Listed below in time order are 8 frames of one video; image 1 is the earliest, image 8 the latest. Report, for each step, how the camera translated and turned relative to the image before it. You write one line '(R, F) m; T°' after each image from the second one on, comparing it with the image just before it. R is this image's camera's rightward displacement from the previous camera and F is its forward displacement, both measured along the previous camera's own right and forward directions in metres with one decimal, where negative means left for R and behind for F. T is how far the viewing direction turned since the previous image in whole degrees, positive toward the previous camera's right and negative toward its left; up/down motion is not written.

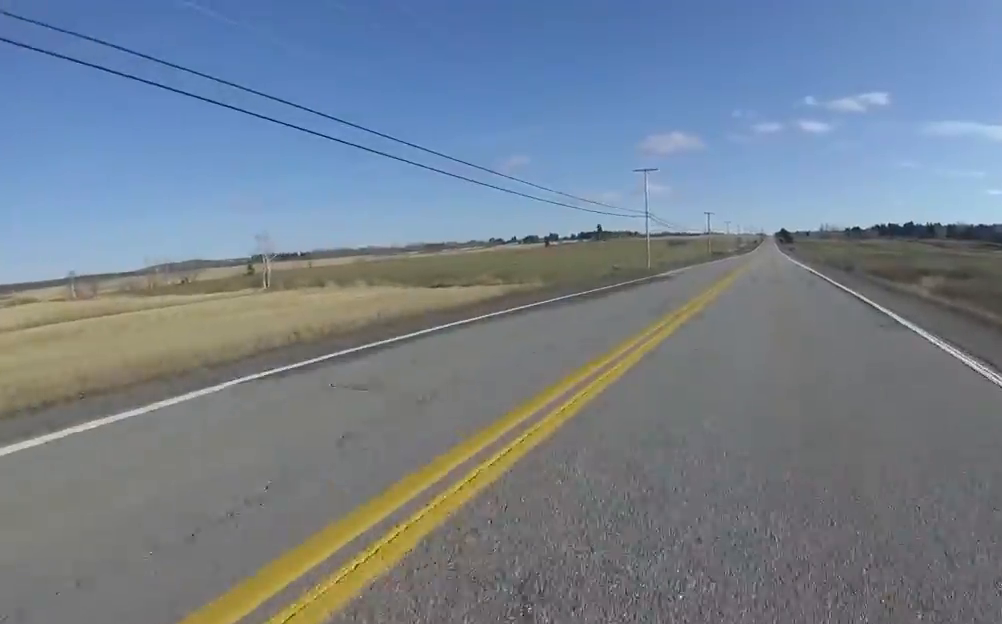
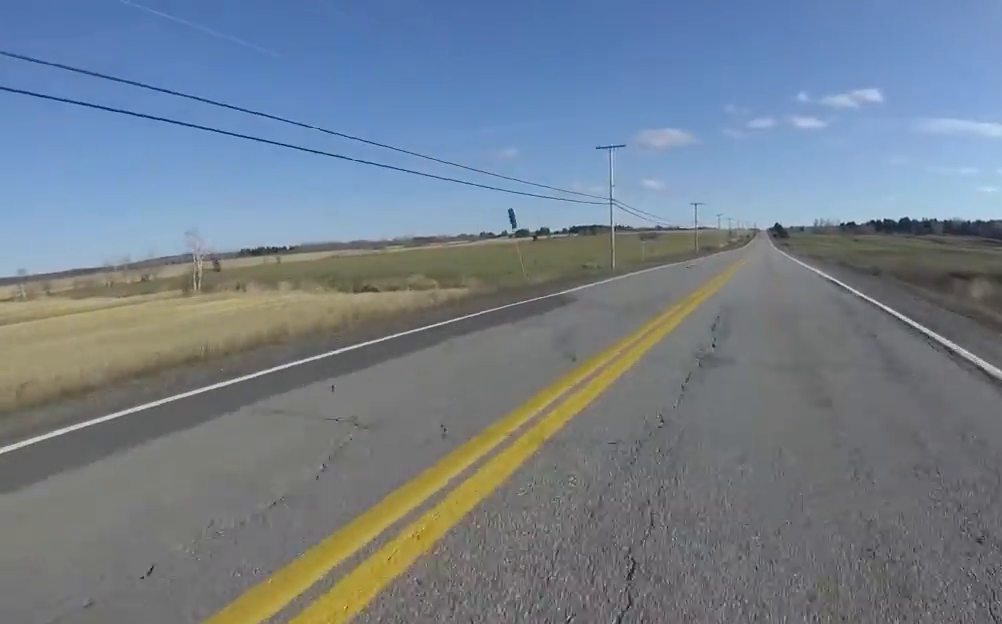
(0.0, +10.7) m; -2°
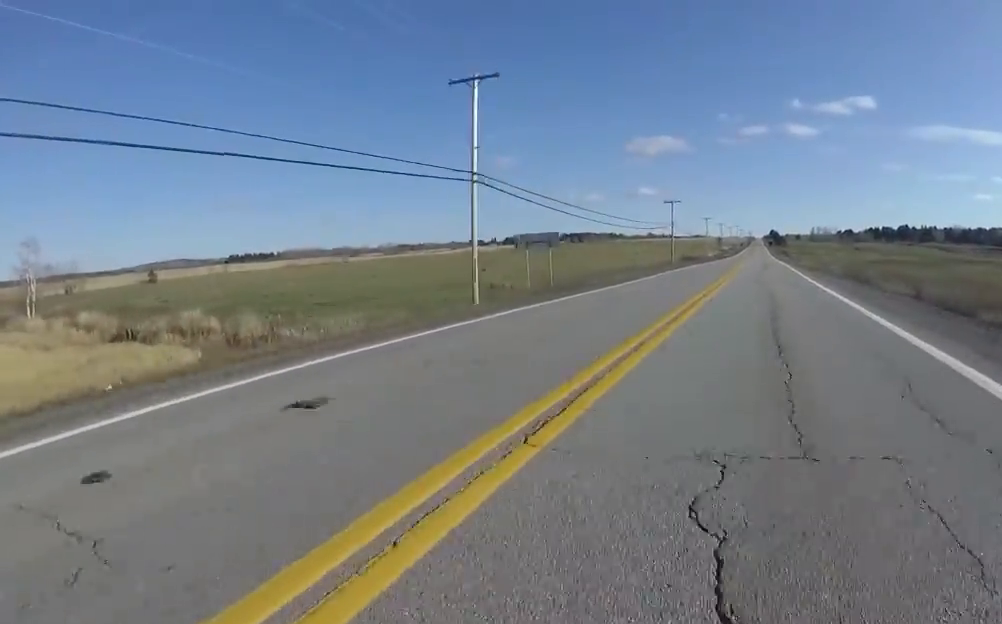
(+0.5, +20.9) m; +3°
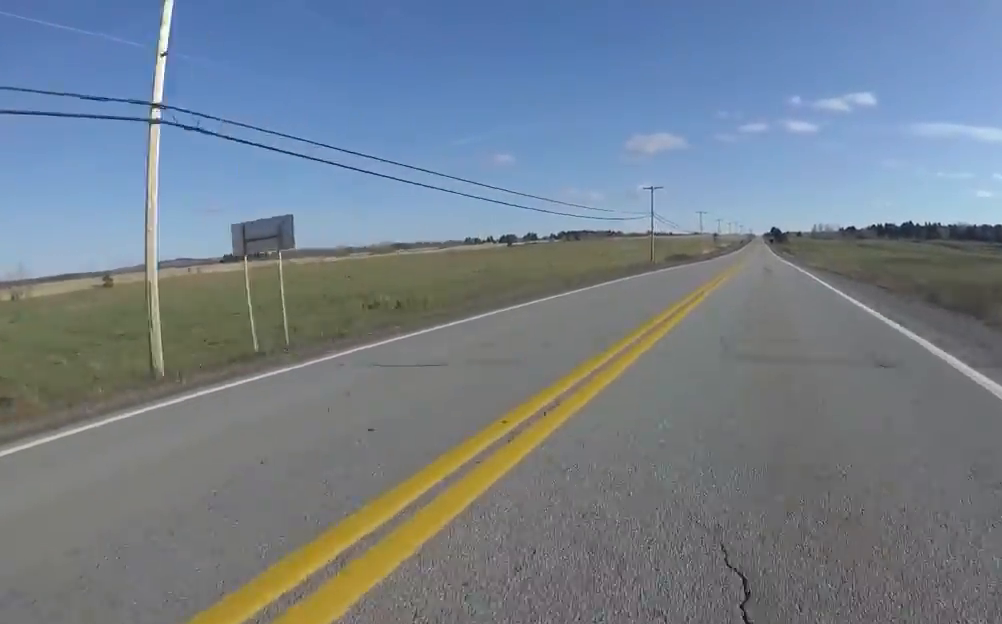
(-0.8, +14.1) m; 0°
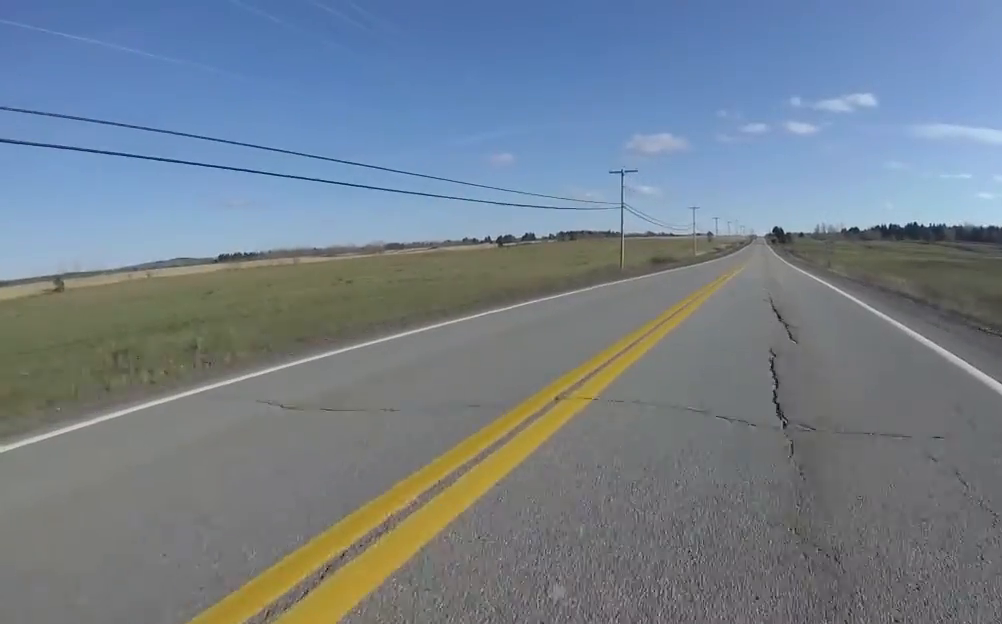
(+1.5, +14.1) m; +1°
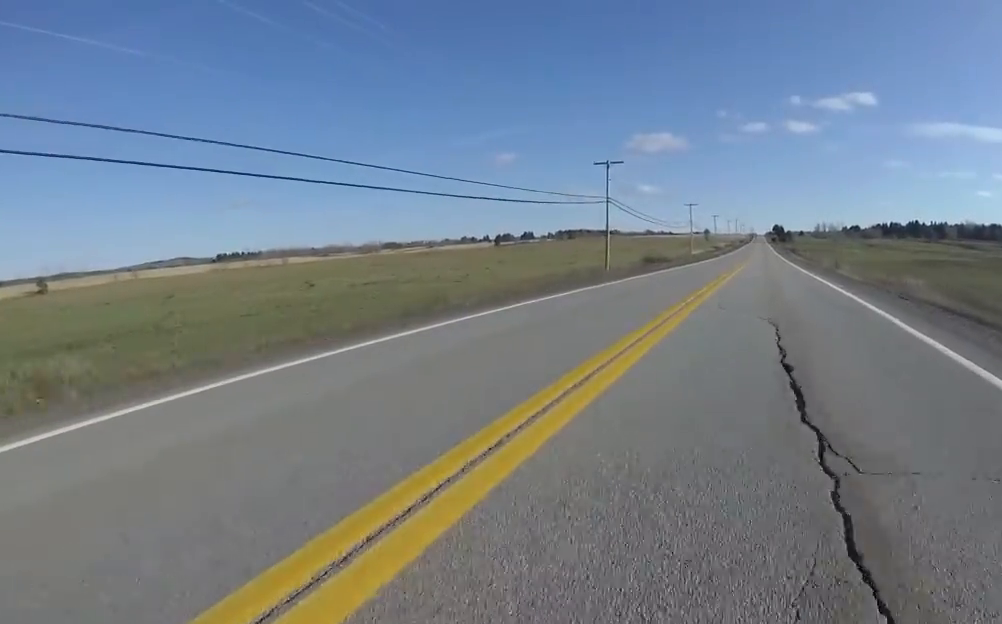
(-0.8, +4.6) m; -2°
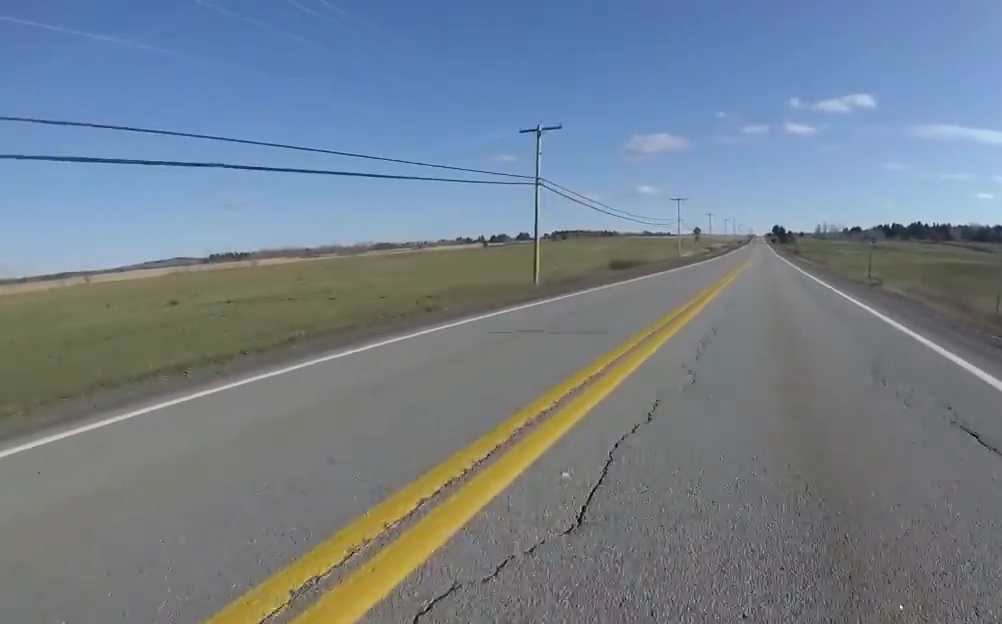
(-0.2, +14.0) m; +1°
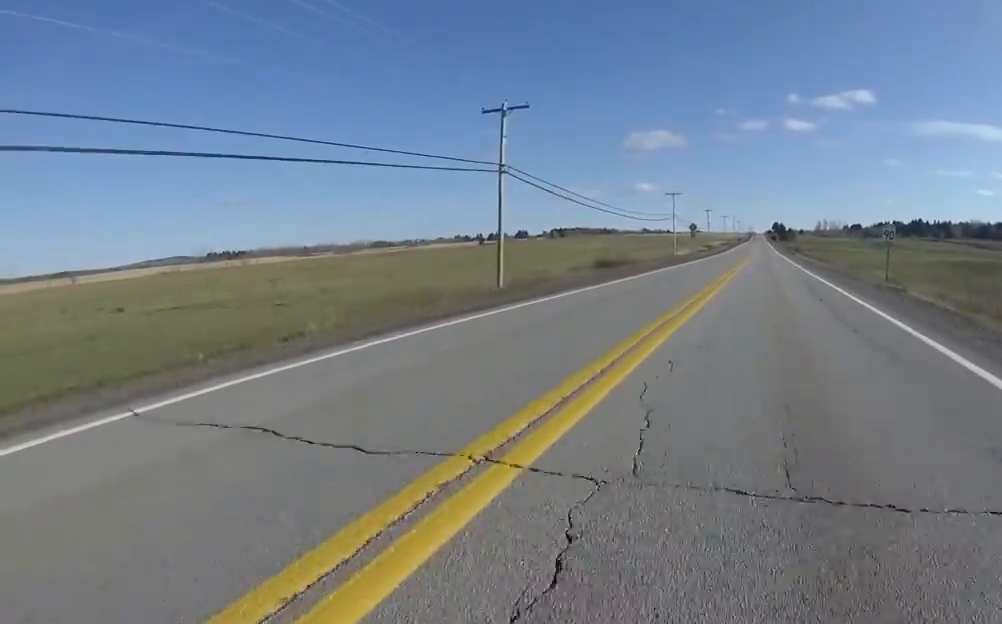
(+0.1, +4.3) m; 0°
